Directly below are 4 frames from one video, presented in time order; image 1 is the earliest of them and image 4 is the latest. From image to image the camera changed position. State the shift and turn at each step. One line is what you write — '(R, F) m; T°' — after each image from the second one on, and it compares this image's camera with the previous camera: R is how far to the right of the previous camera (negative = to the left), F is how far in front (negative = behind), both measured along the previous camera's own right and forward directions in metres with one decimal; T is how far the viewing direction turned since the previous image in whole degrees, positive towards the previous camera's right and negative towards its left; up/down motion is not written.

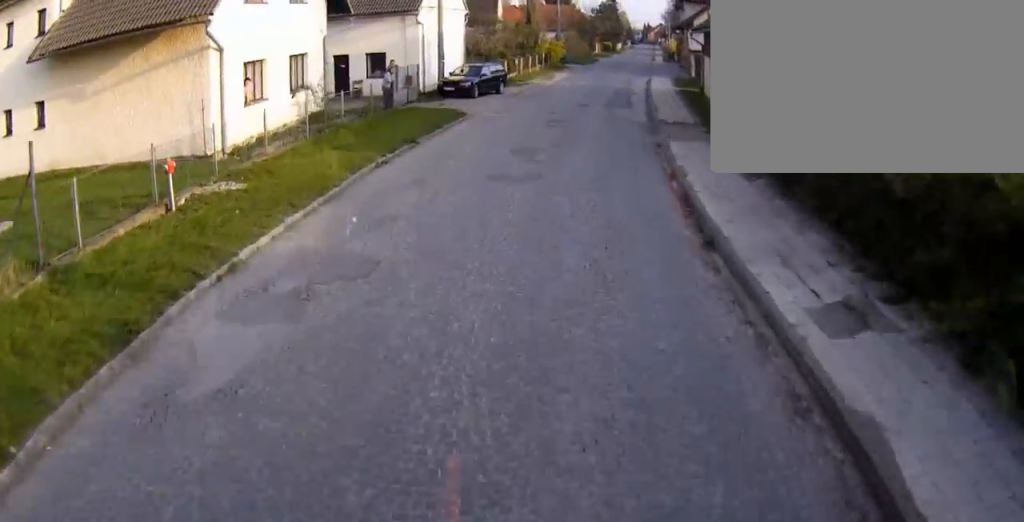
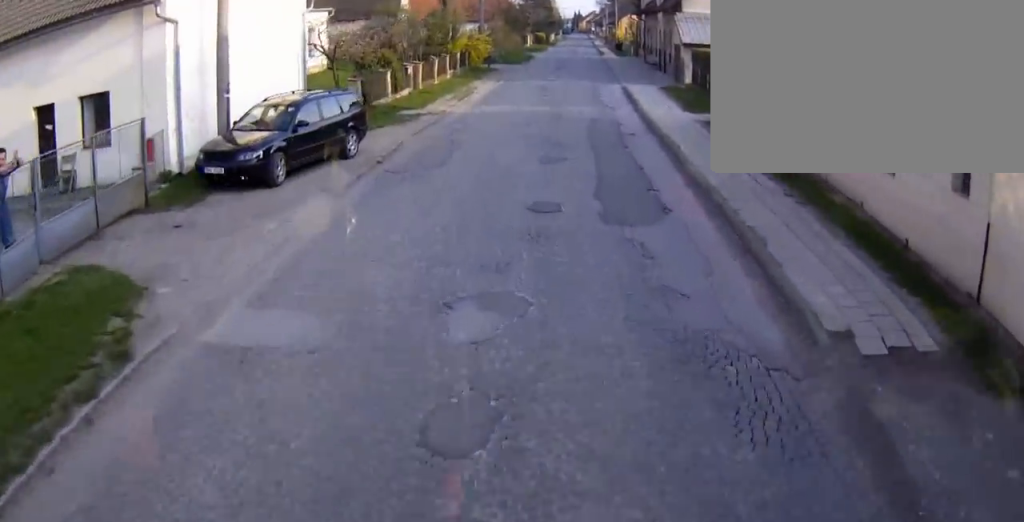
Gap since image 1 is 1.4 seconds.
(0.0, +18.9) m; +2°
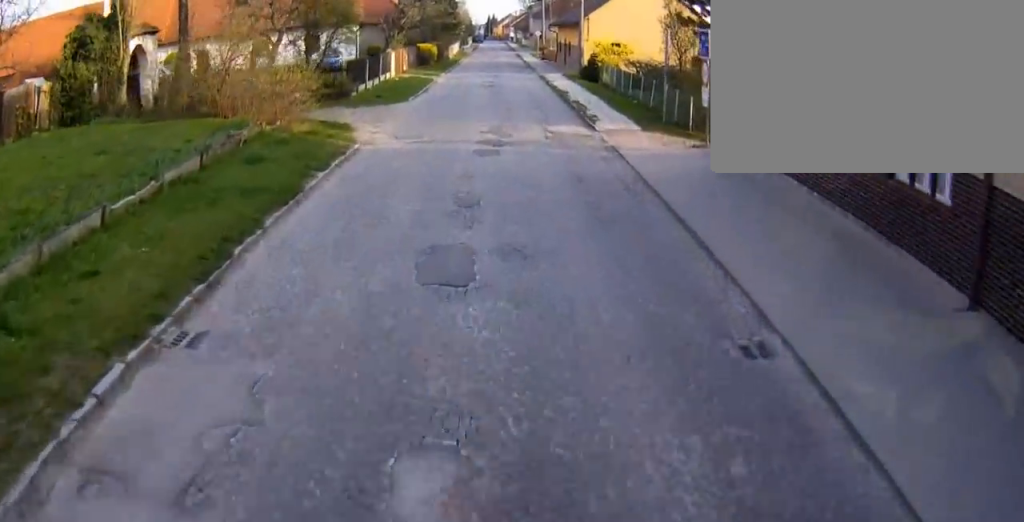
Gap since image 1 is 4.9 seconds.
(+5.9, +50.1) m; +8°
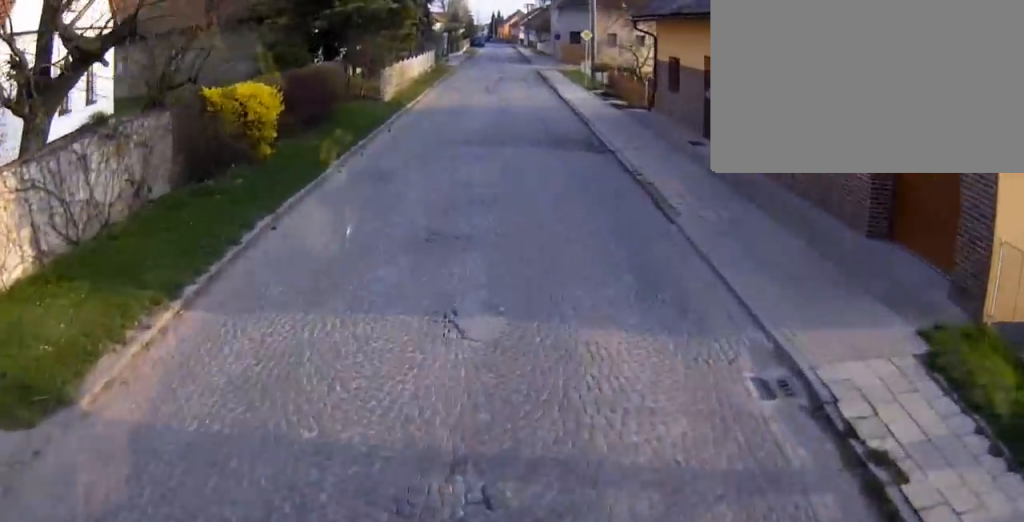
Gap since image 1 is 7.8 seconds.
(+1.8, +40.8) m; +5°
